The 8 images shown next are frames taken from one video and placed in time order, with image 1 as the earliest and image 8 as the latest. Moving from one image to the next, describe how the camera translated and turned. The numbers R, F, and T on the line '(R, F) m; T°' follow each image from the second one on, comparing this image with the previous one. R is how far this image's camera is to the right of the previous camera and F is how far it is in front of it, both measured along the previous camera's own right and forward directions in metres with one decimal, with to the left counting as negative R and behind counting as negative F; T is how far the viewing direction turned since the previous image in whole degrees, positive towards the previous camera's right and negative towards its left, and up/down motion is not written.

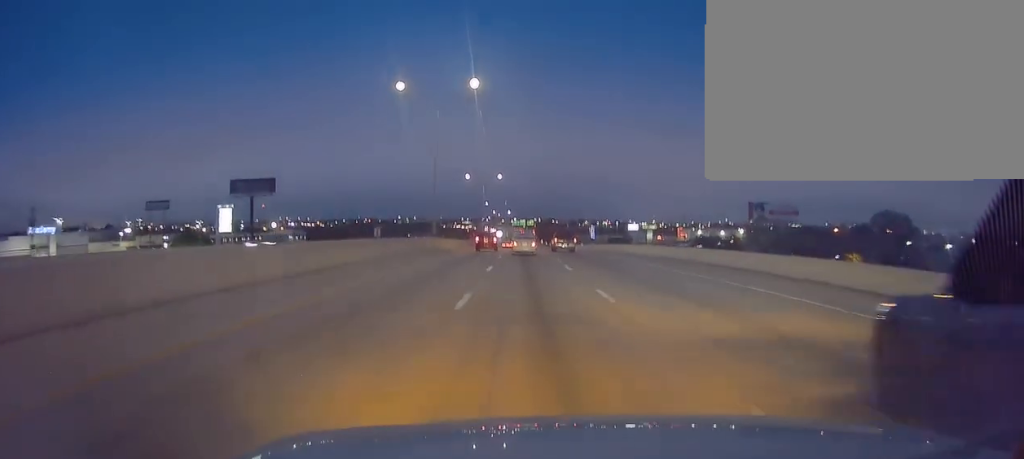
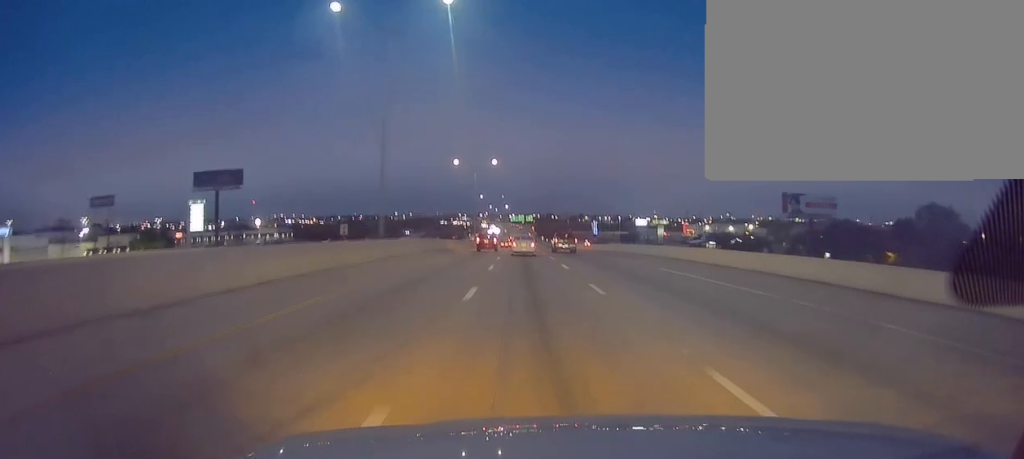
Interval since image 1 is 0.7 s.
(0.0, +22.7) m; 0°
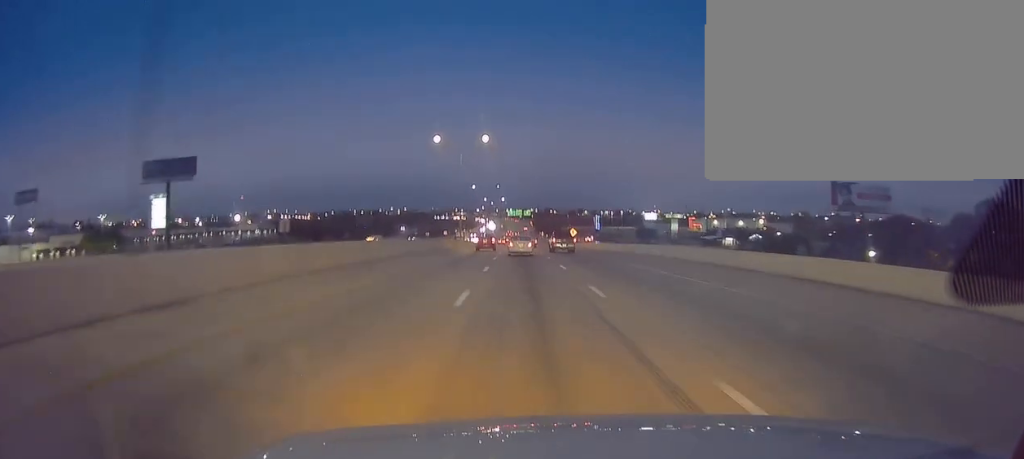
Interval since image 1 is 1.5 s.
(0.0, +25.0) m; 0°
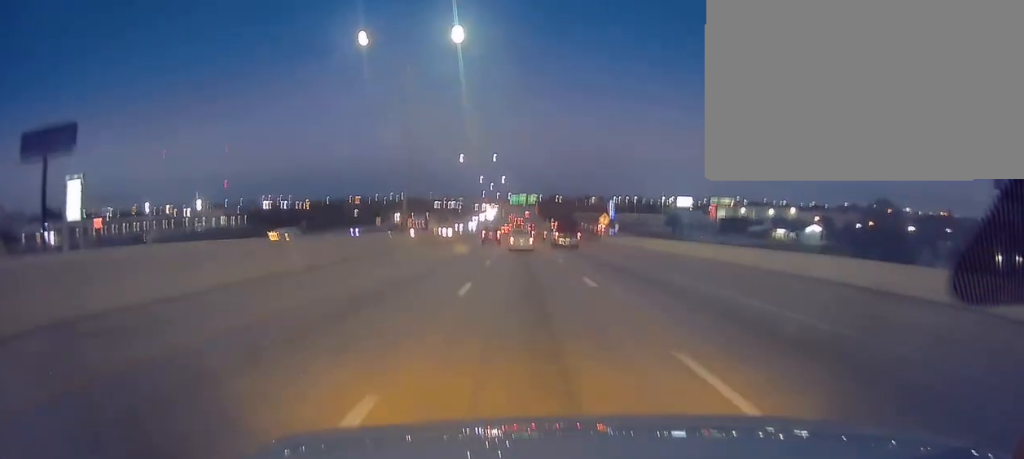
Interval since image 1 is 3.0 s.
(+0.2, +47.8) m; 0°
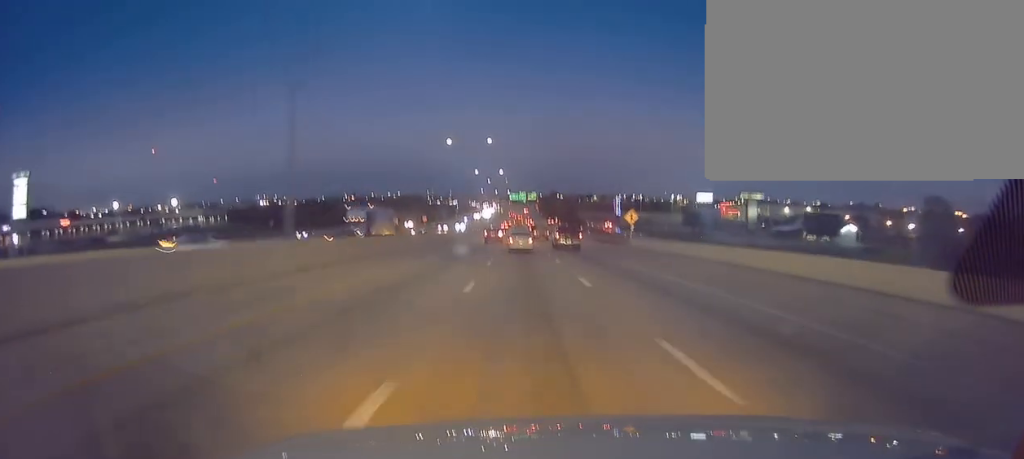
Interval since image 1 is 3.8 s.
(0.0, +23.7) m; 0°
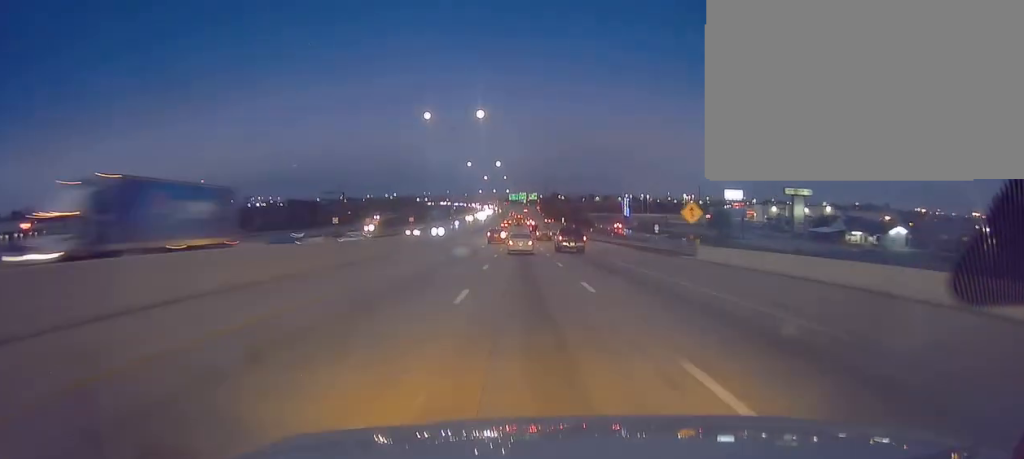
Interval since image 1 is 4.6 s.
(0.0, +26.0) m; 0°
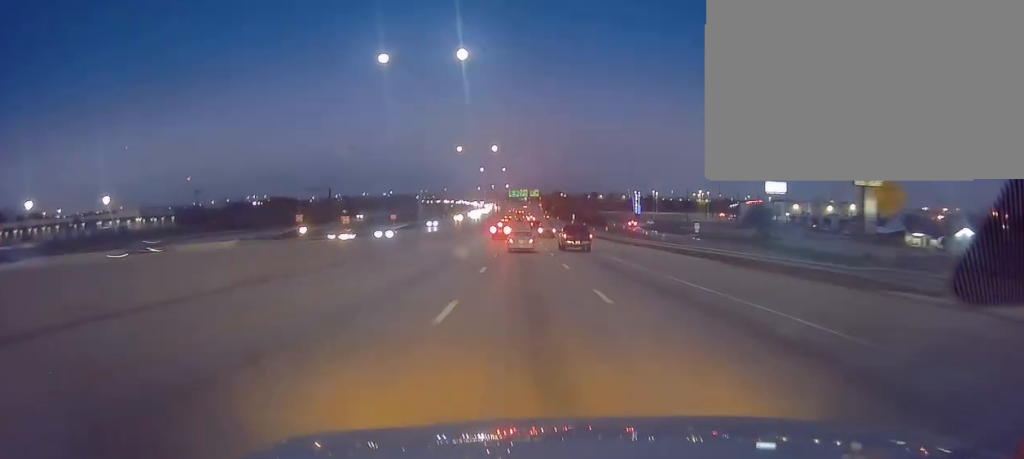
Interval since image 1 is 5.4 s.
(-0.1, +27.3) m; 0°
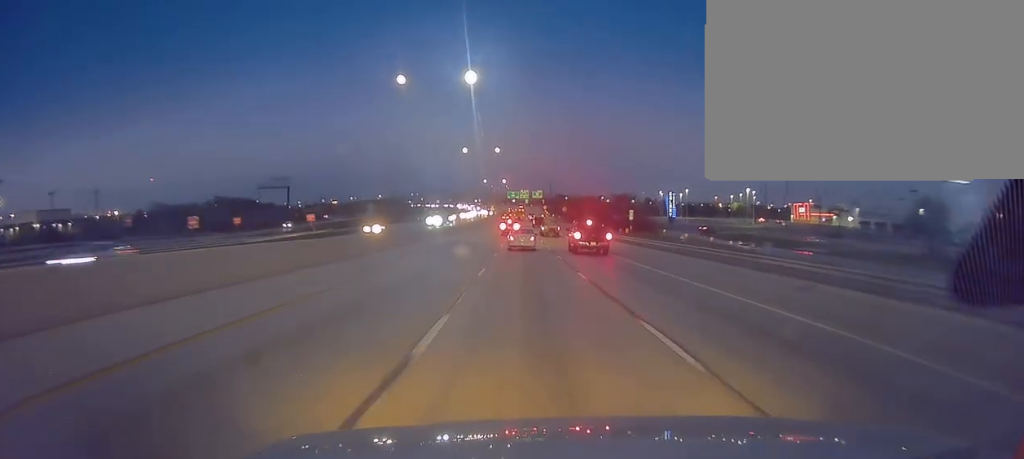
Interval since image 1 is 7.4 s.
(0.0, +65.0) m; 0°
